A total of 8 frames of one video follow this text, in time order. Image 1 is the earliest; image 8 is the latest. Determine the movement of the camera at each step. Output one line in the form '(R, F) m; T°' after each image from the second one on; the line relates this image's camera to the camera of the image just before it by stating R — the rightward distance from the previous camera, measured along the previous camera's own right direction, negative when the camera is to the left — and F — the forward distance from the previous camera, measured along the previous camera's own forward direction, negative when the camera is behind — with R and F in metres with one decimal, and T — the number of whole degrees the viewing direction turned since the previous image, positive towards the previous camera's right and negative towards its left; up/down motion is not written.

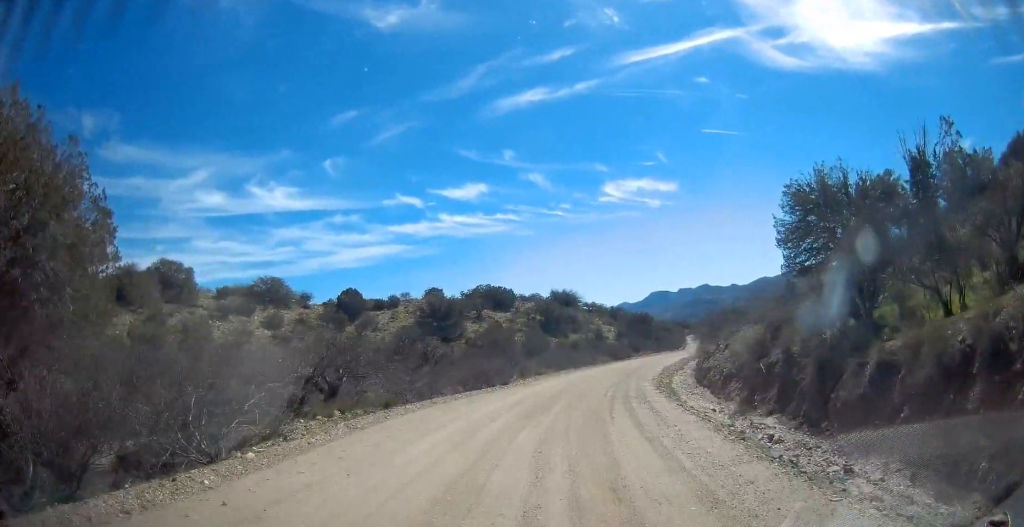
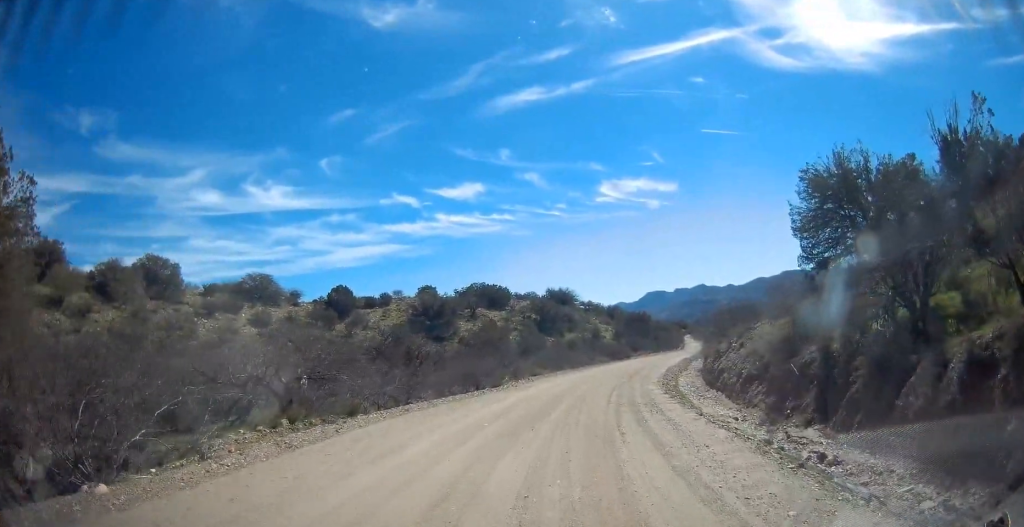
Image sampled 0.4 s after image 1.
(-0.3, +2.9) m; 0°
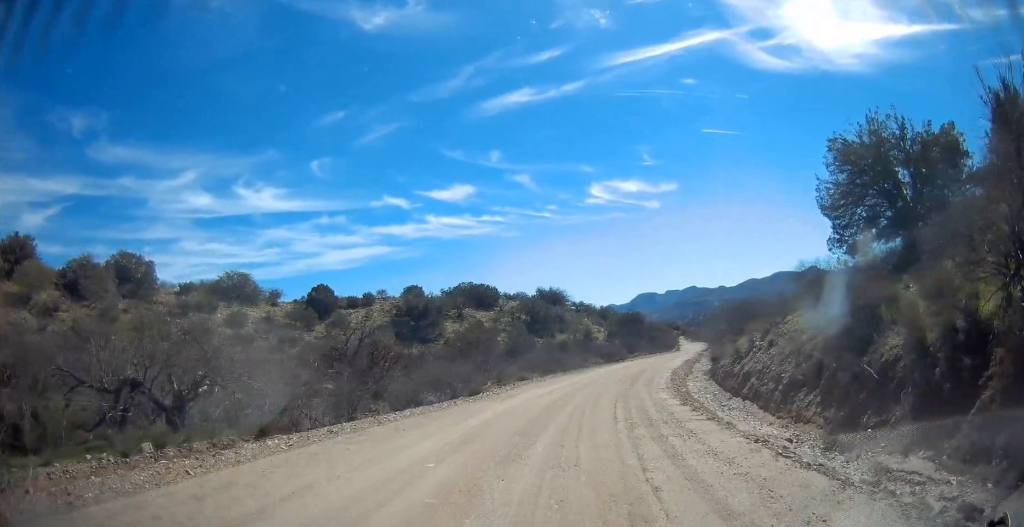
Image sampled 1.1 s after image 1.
(-0.2, +4.5) m; +1°
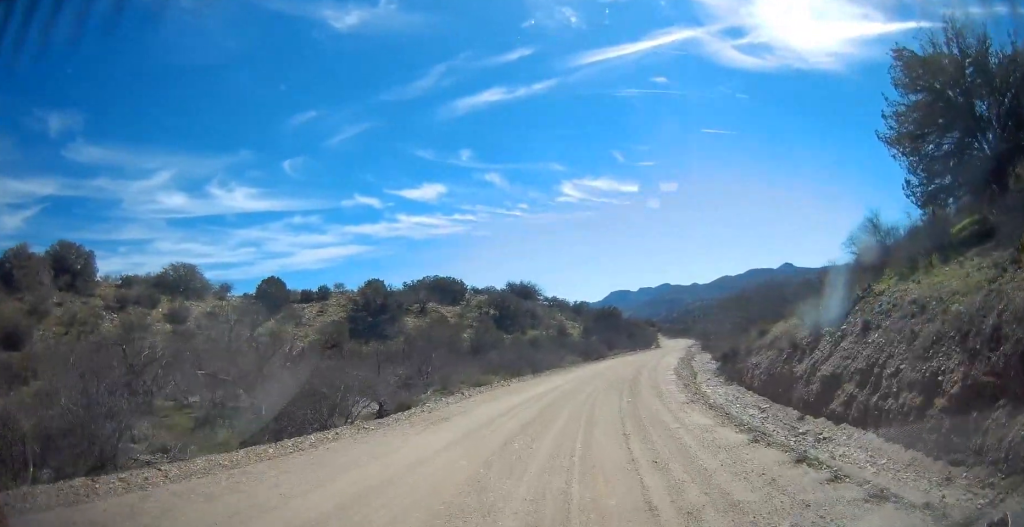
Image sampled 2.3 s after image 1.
(+0.5, +8.3) m; +5°
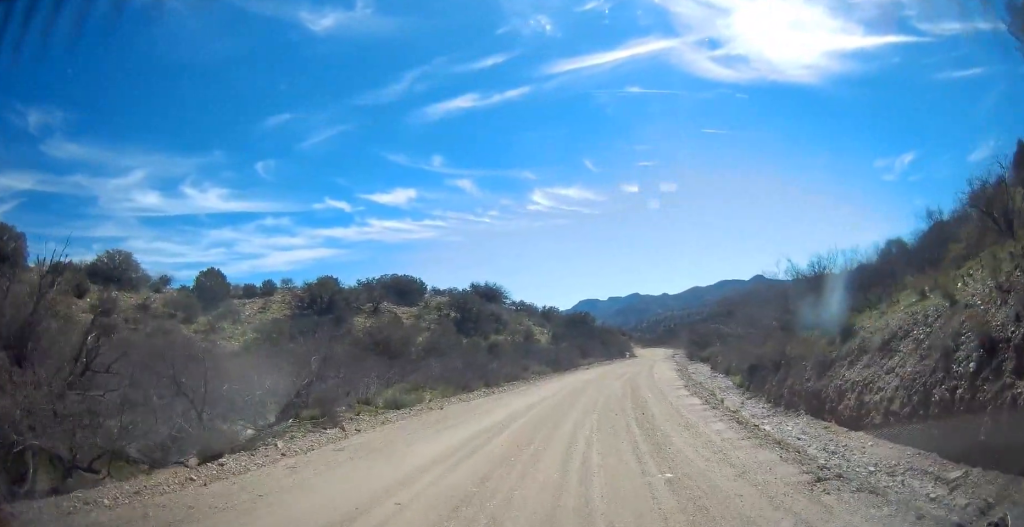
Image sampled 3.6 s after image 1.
(+0.8, +9.1) m; +8°
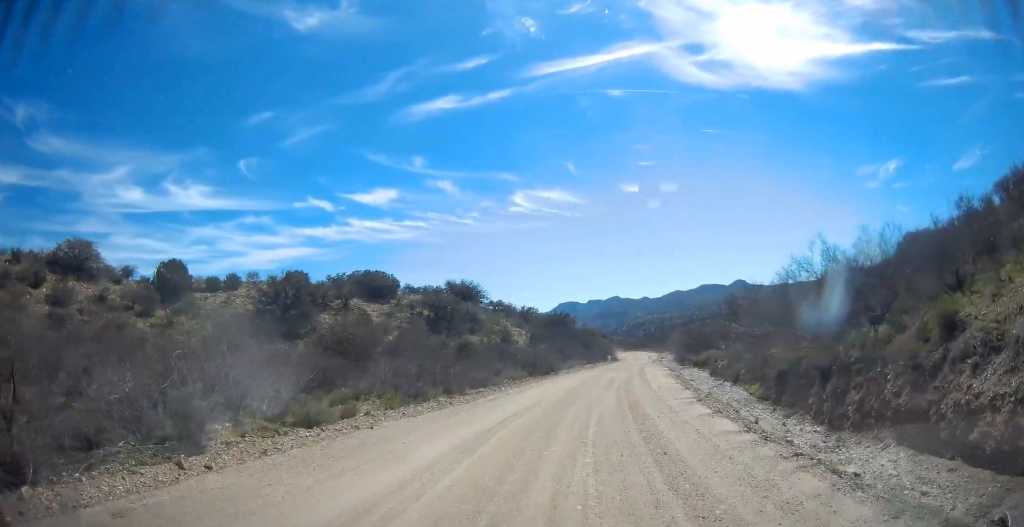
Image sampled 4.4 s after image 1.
(0.0, +5.0) m; -1°
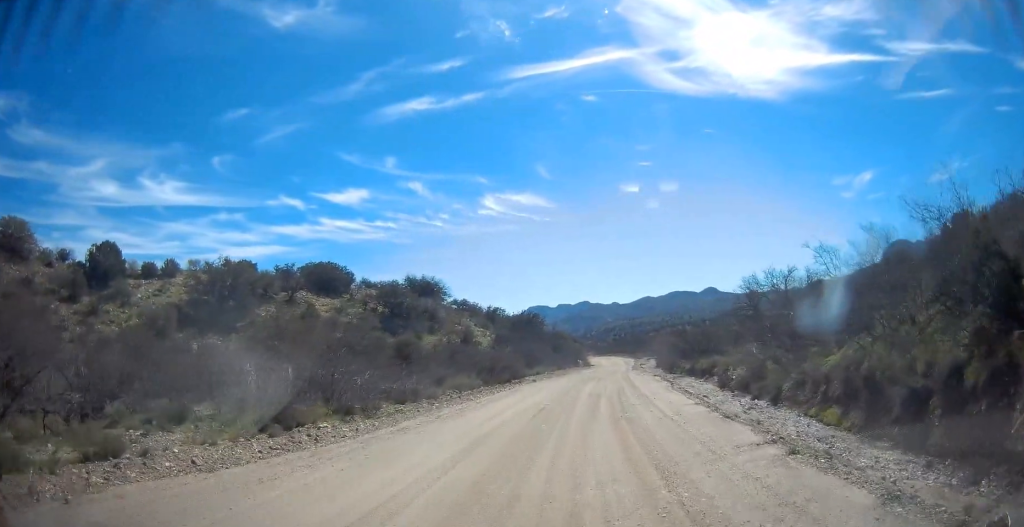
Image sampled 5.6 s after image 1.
(-0.5, +8.5) m; +1°
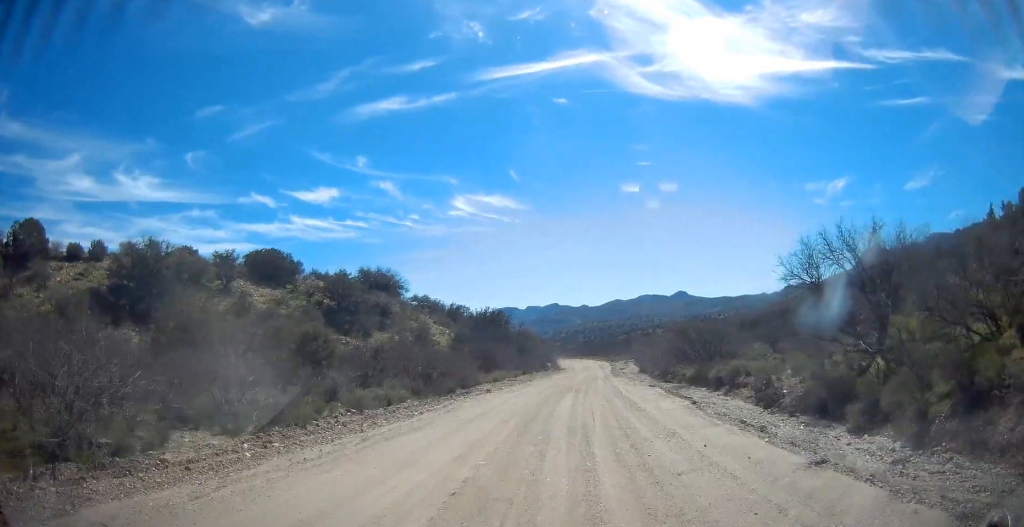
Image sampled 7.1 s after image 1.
(+0.8, +9.1) m; +7°
